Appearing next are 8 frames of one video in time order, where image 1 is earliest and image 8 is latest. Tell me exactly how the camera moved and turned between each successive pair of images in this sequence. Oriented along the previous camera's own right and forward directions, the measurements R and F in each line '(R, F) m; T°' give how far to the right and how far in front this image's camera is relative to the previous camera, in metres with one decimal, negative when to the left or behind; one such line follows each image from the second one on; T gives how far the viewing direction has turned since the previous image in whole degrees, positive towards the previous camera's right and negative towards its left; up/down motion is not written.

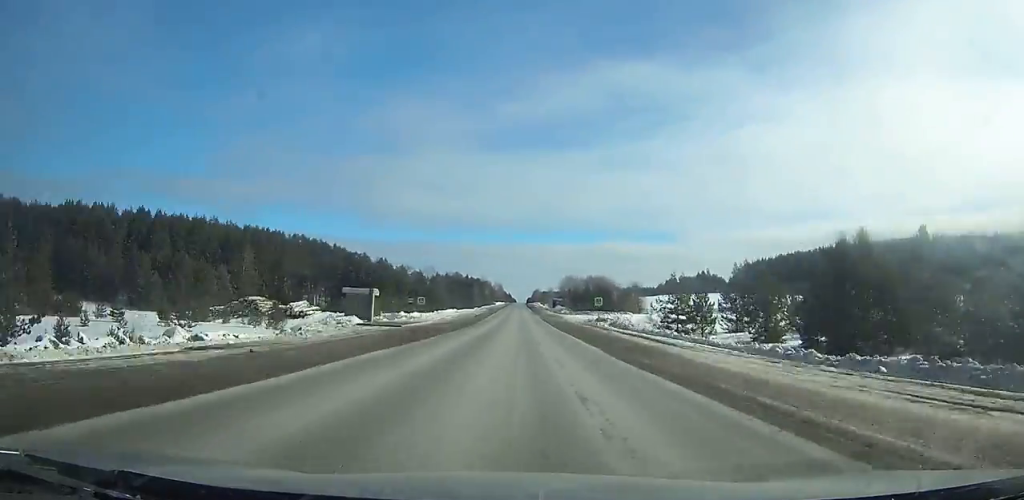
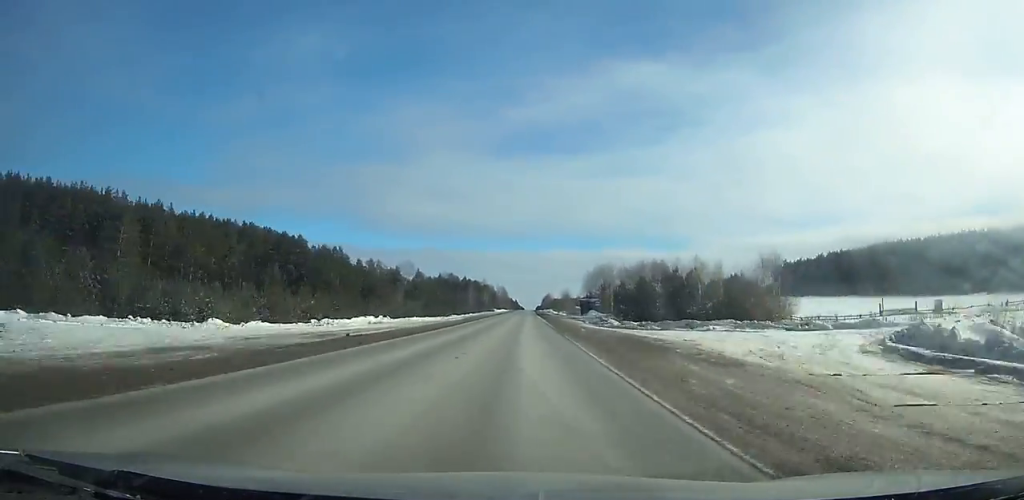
(-0.4, +72.9) m; -1°
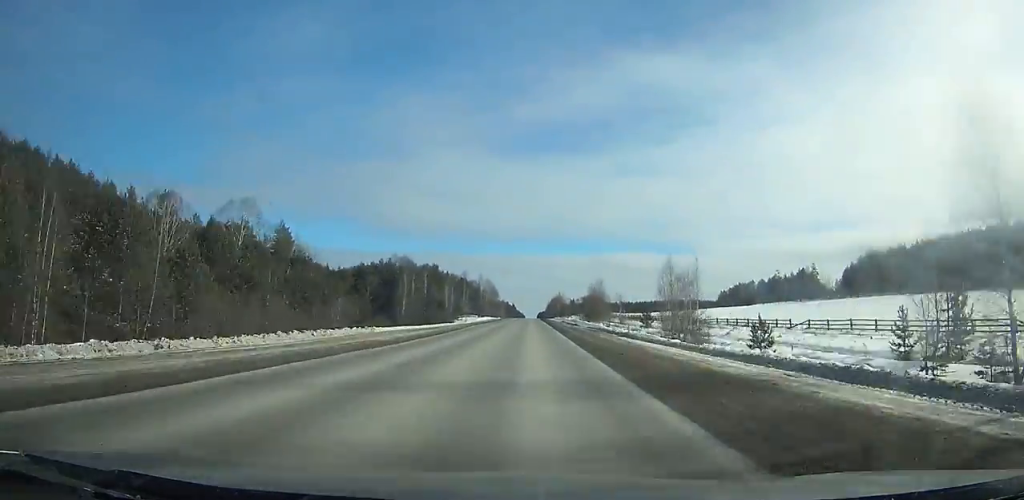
(-1.3, +132.2) m; 0°
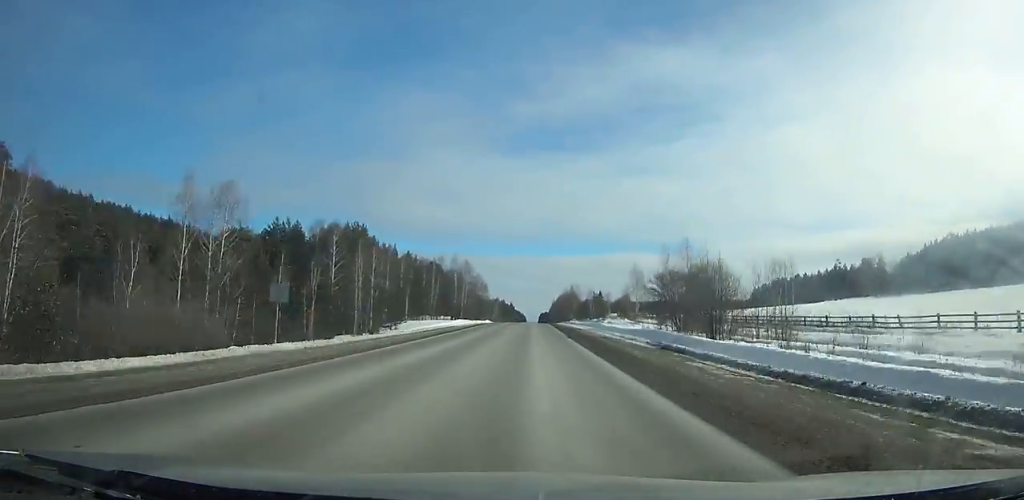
(0.0, +77.2) m; 0°
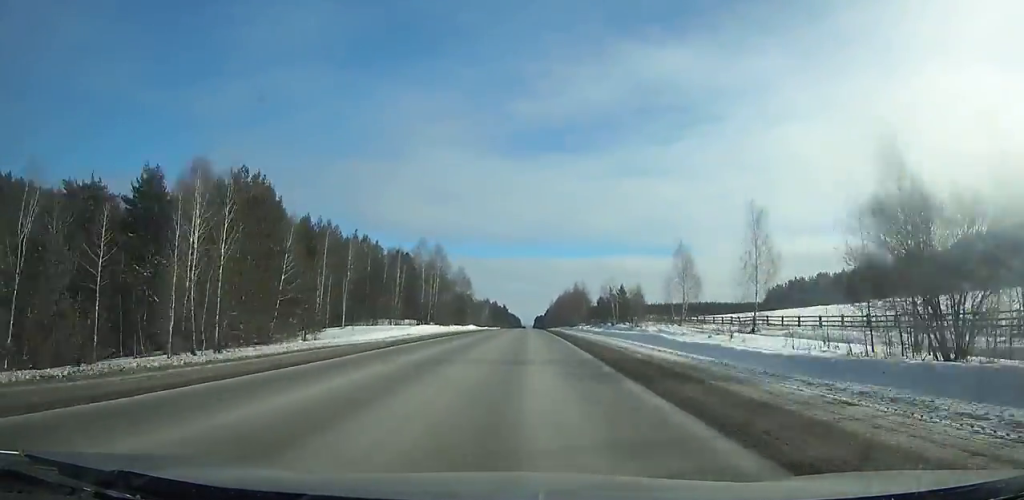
(0.0, +35.9) m; 0°
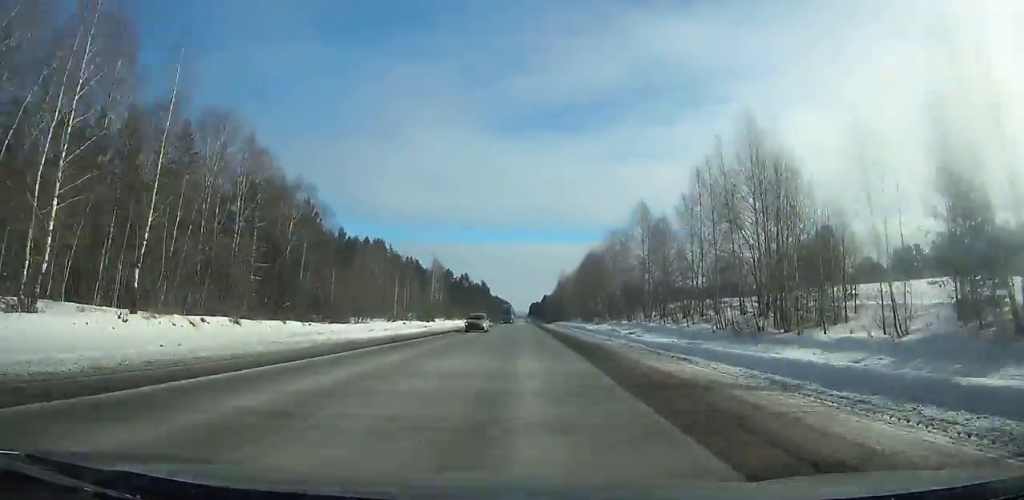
(+0.4, +128.0) m; 0°
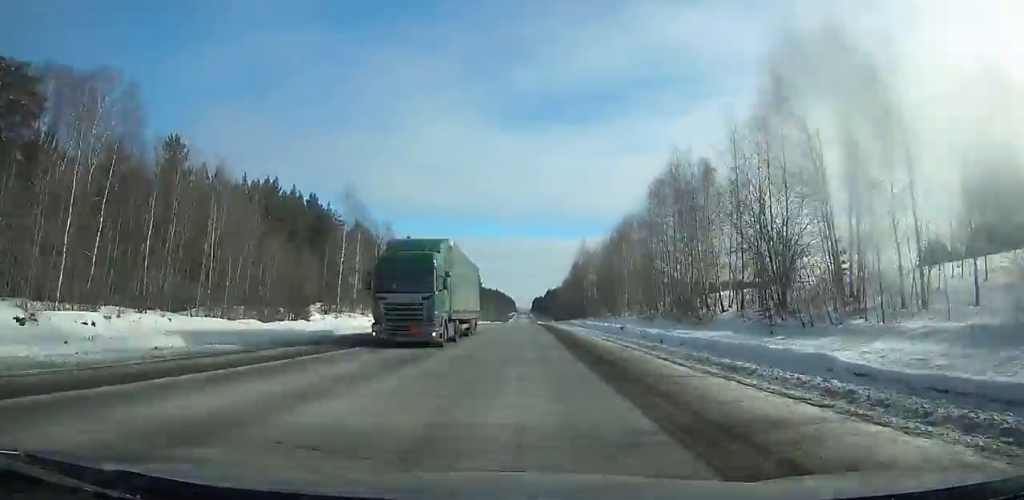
(0.0, +56.6) m; 0°
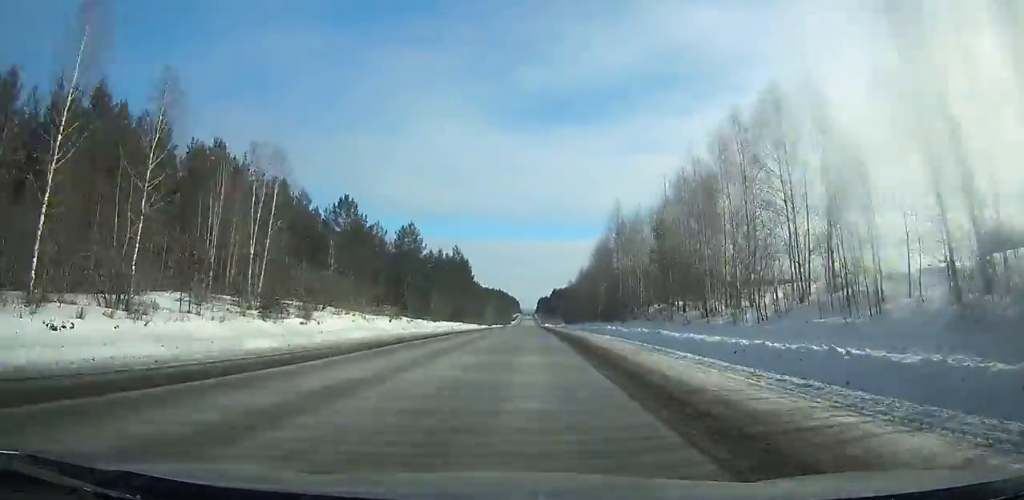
(0.0, +38.7) m; 0°
